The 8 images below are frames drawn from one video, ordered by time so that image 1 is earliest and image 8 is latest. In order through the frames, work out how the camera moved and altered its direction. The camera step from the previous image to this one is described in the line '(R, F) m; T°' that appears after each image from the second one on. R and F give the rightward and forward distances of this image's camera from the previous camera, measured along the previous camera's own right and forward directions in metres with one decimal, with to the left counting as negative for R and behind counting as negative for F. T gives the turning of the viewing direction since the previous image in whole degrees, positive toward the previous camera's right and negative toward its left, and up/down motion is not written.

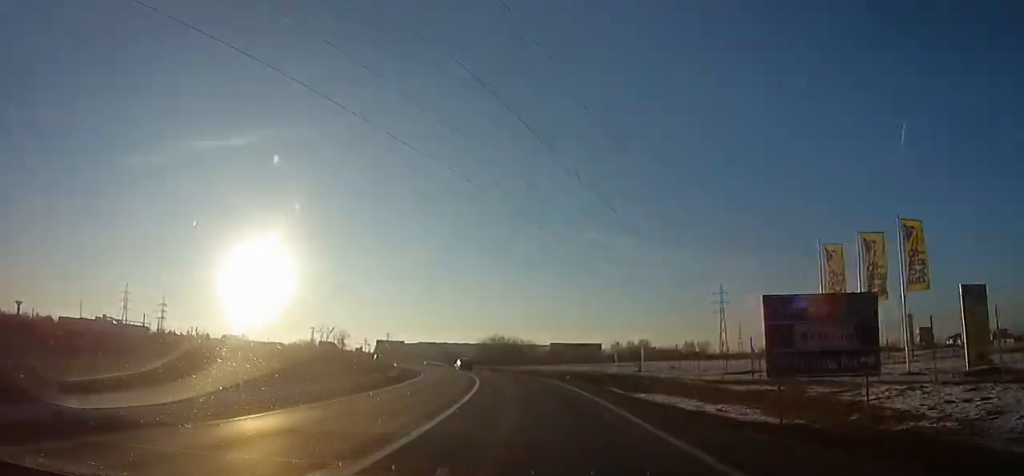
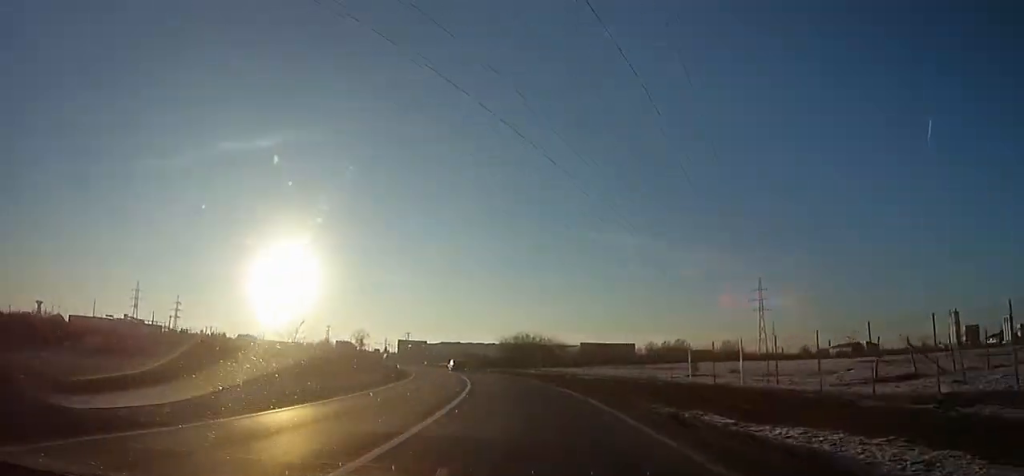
(0.0, +13.7) m; -3°
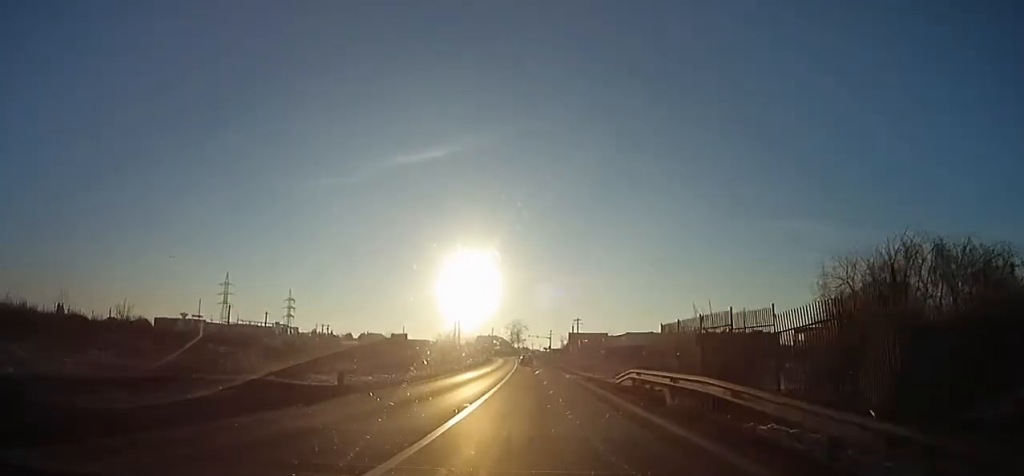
(-13.3, +72.7) m; -19°
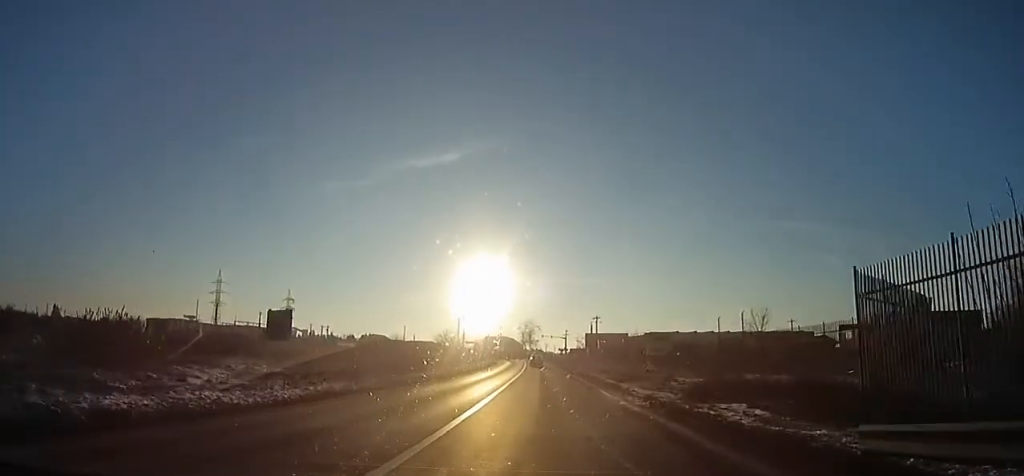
(-0.8, +16.5) m; -1°
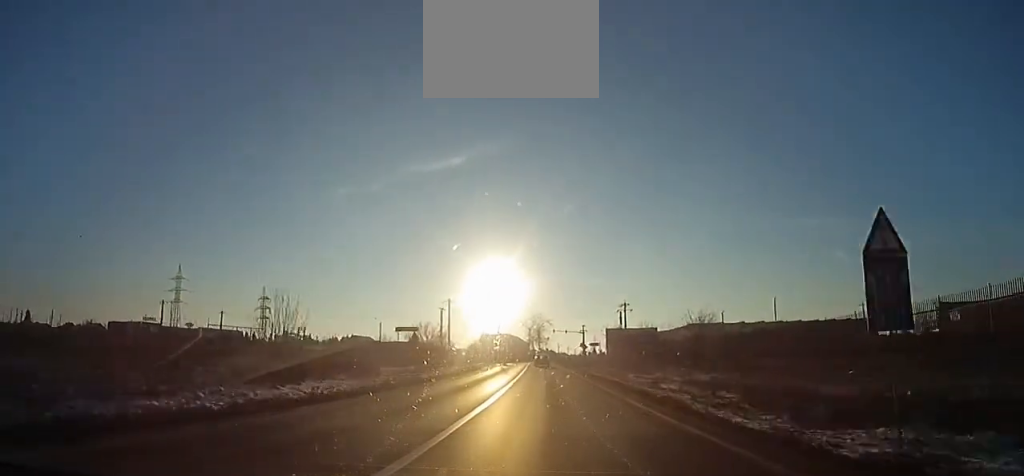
(+0.2, +32.2) m; 0°
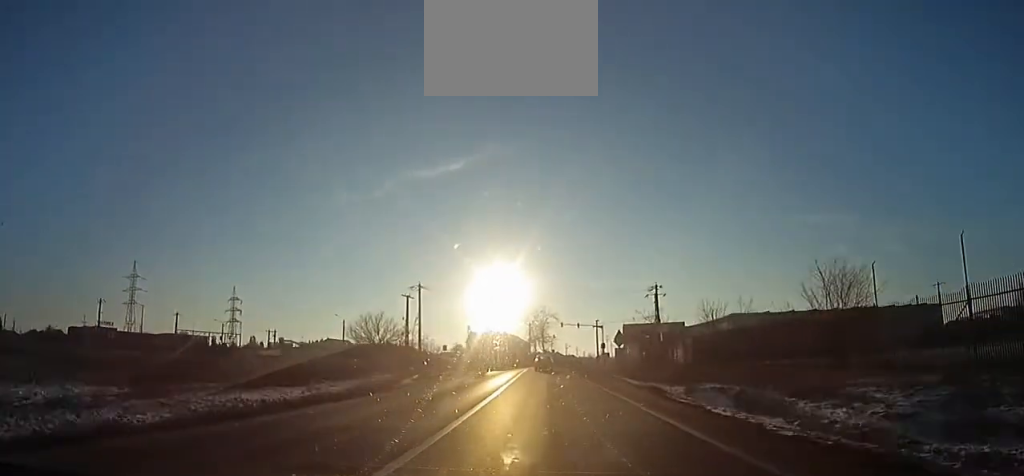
(0.0, +24.6) m; -1°
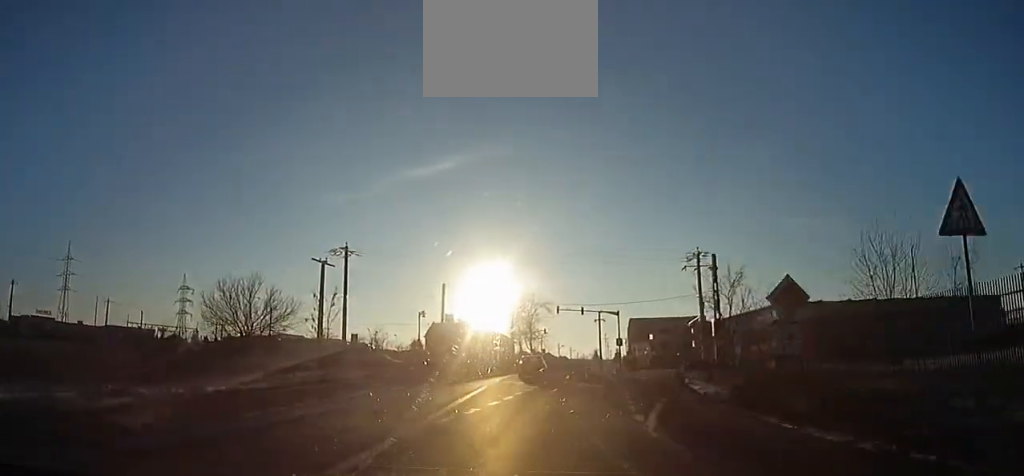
(-0.6, +23.9) m; 0°
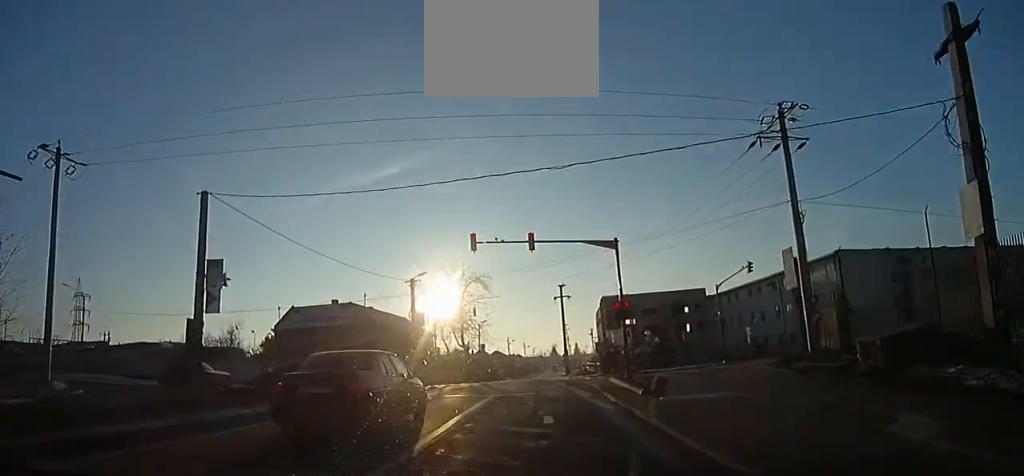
(+1.2, +28.7) m; +5°
